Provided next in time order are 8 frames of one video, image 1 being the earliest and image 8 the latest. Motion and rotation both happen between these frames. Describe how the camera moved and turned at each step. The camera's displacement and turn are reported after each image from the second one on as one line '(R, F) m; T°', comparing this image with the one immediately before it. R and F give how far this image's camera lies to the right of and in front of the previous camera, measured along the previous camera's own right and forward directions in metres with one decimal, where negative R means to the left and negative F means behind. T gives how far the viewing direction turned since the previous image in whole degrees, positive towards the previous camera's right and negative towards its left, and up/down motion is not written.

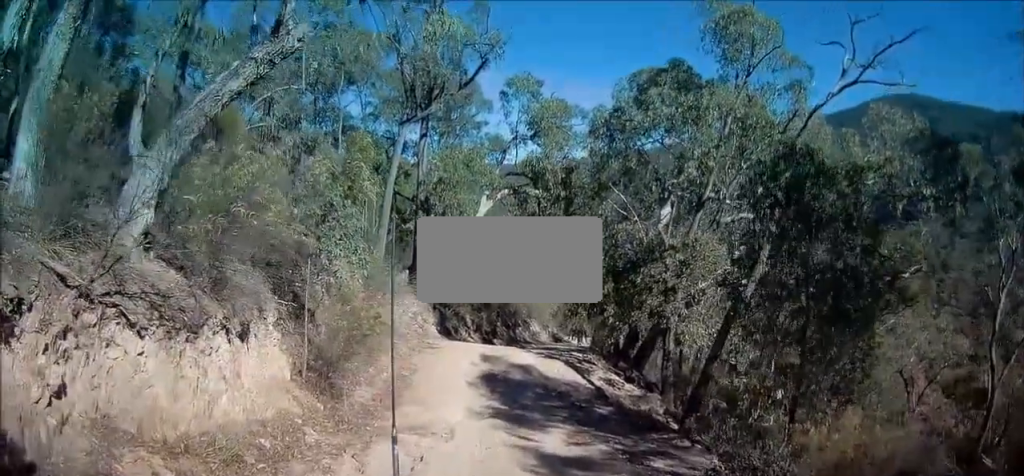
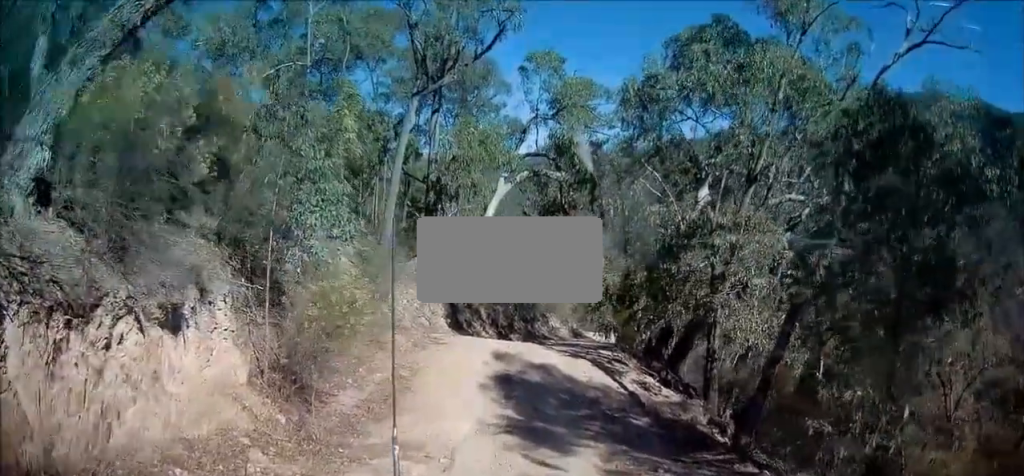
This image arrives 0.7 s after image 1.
(0.0, +2.2) m; +6°
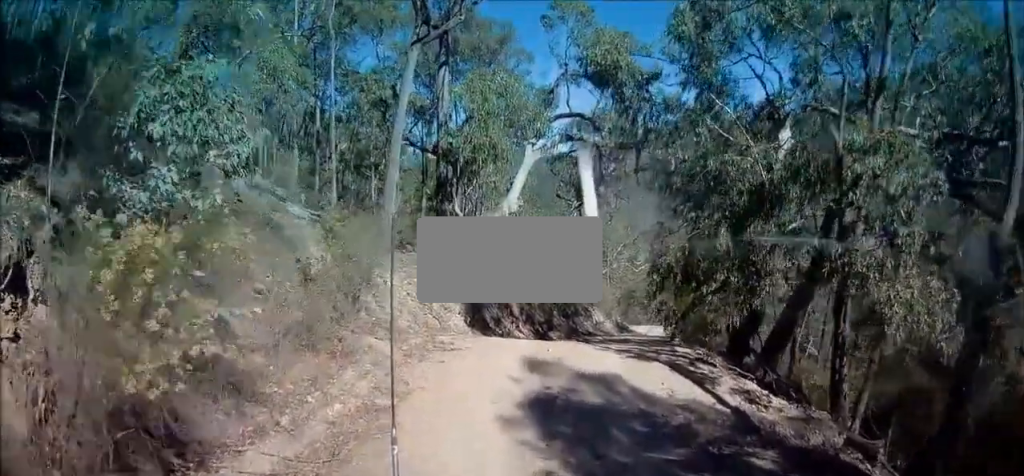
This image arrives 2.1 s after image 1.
(+0.6, +4.1) m; +8°
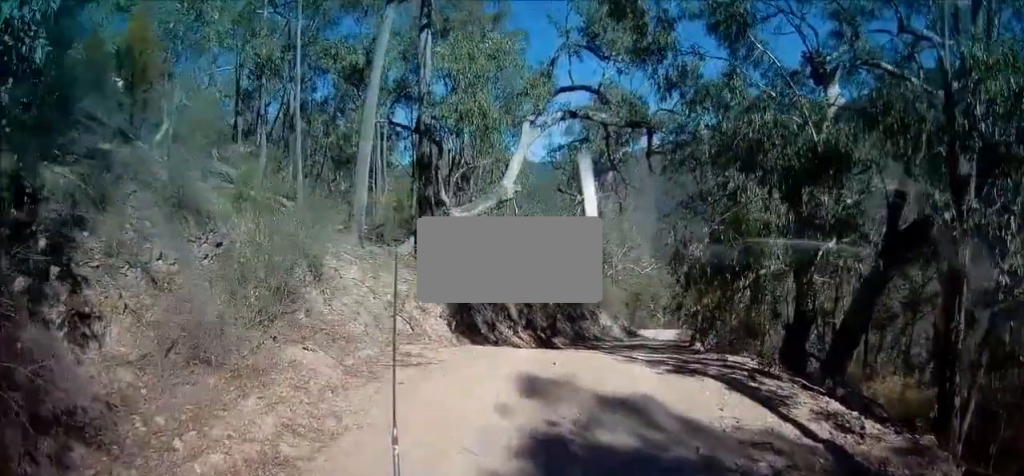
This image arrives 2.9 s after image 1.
(0.0, +2.7) m; +1°
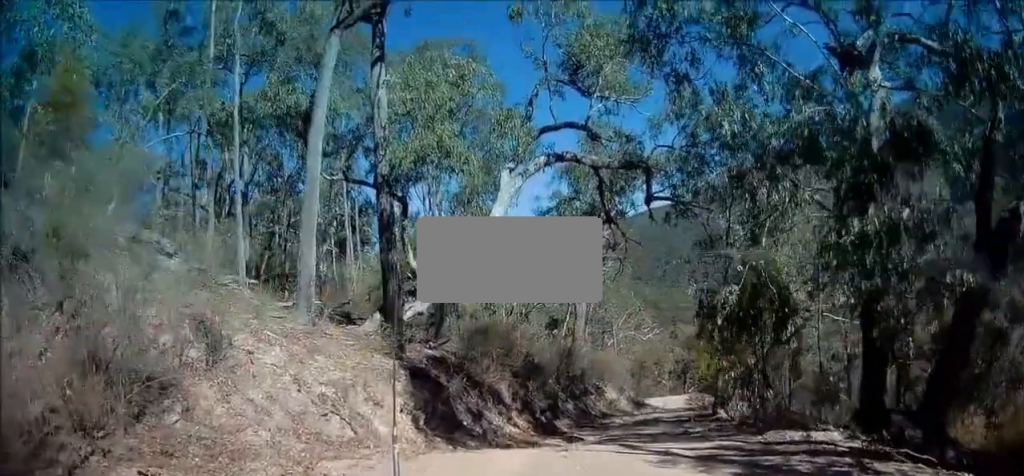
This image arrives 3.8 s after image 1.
(+0.1, +2.7) m; +2°
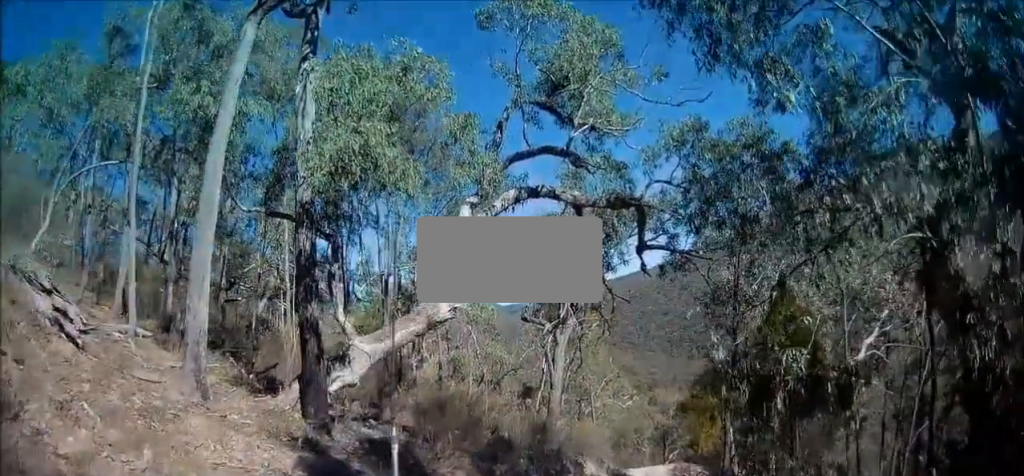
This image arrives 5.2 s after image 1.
(+0.1, +3.5) m; +6°
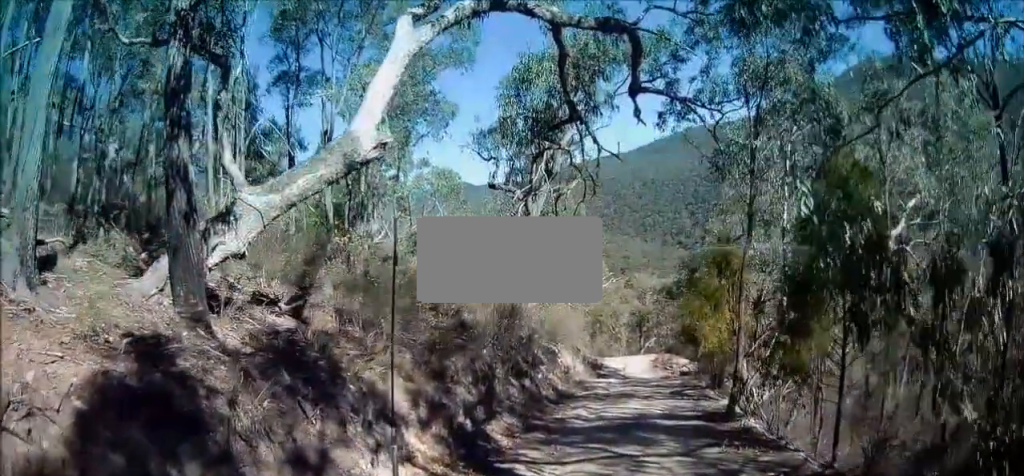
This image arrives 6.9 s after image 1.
(-0.3, +3.3) m; -14°
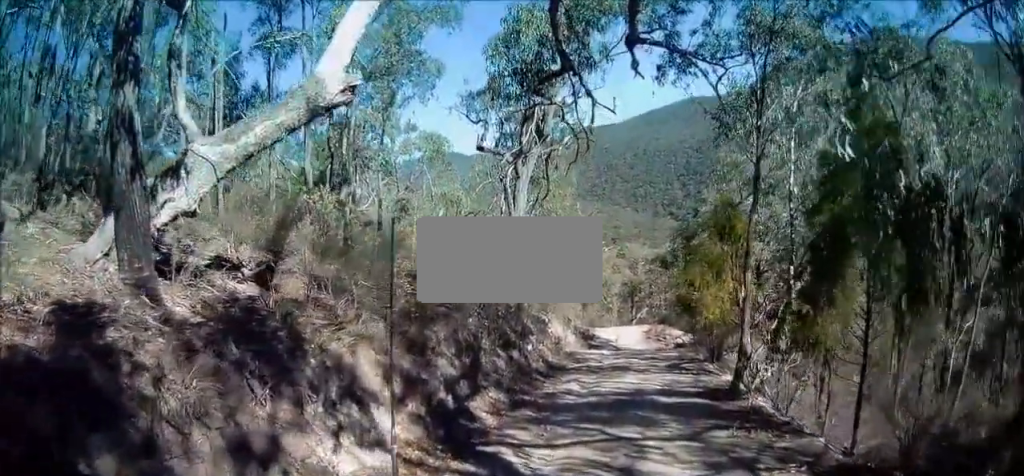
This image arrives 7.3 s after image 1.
(-0.3, +0.8) m; -2°
